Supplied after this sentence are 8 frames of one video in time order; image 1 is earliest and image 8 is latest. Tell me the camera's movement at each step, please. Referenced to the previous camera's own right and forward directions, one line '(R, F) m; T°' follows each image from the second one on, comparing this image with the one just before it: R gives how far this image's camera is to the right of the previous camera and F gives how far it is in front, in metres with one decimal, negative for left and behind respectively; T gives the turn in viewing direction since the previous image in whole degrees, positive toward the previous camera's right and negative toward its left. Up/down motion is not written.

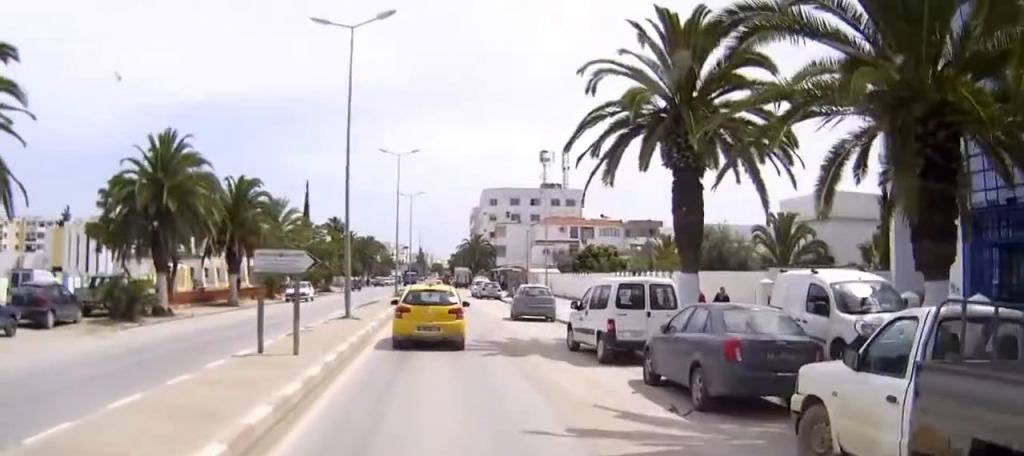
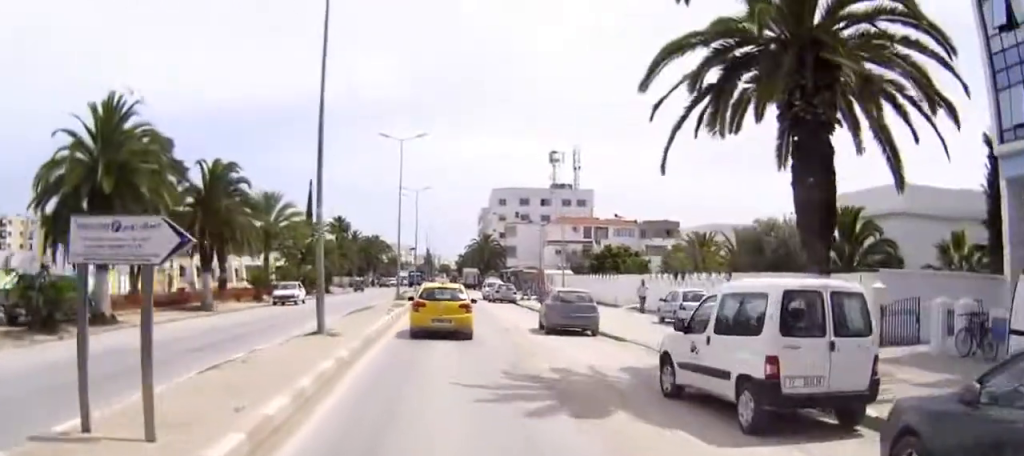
(0.0, +8.4) m; 0°
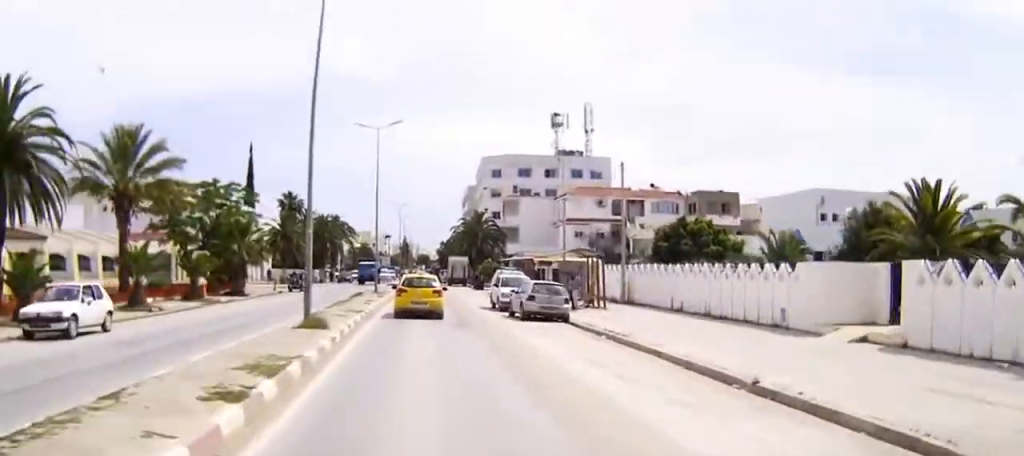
(0.0, +27.8) m; 0°
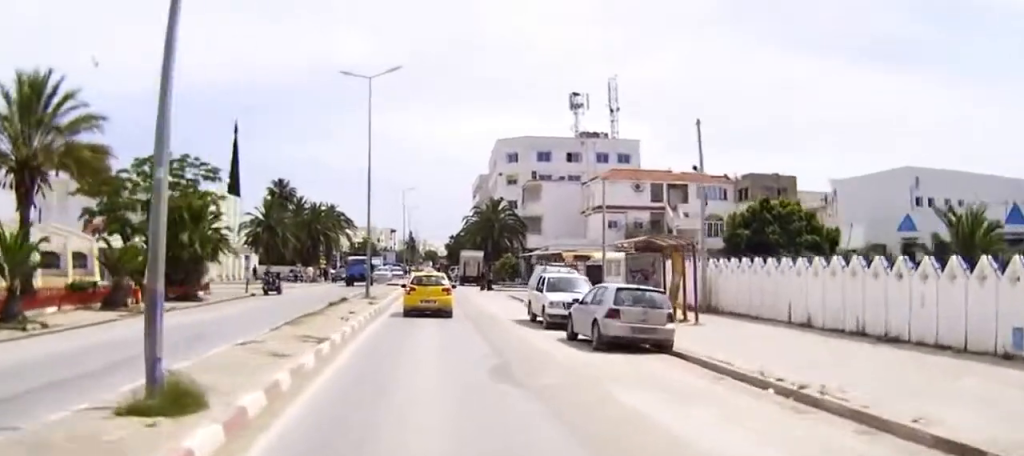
(0.0, +10.6) m; 0°
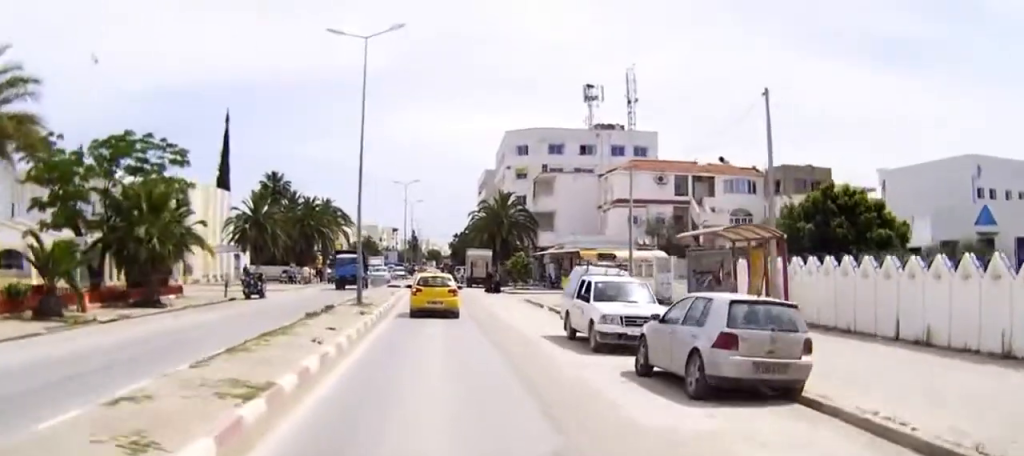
(0.0, +6.1) m; 0°
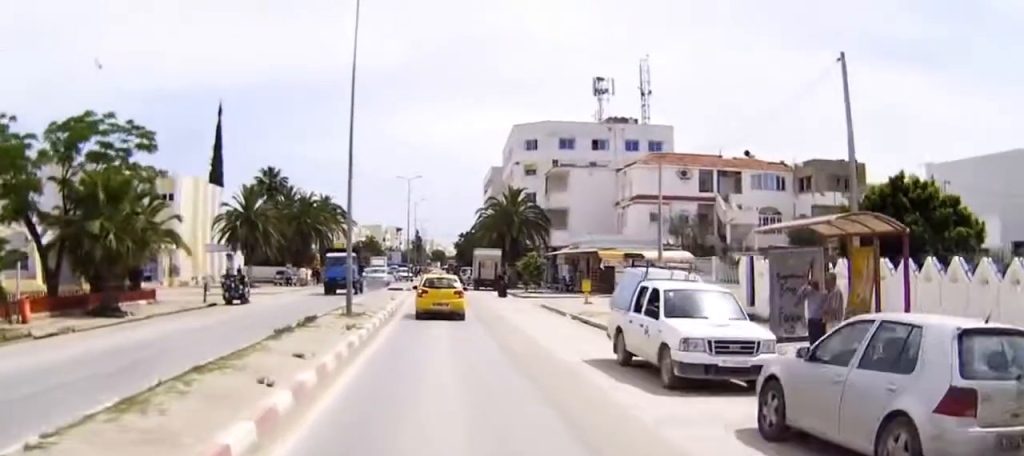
(0.0, +5.0) m; 0°
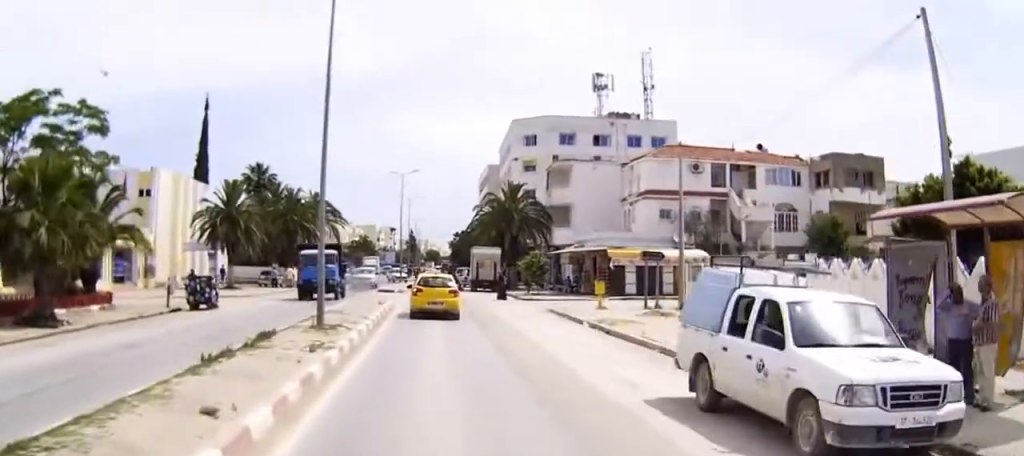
(0.0, +5.1) m; 0°
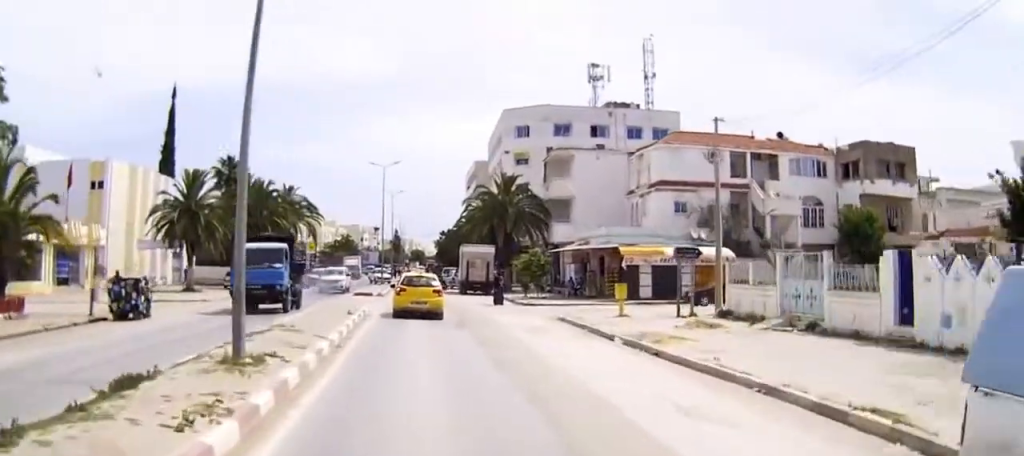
(0.0, +6.9) m; 0°
